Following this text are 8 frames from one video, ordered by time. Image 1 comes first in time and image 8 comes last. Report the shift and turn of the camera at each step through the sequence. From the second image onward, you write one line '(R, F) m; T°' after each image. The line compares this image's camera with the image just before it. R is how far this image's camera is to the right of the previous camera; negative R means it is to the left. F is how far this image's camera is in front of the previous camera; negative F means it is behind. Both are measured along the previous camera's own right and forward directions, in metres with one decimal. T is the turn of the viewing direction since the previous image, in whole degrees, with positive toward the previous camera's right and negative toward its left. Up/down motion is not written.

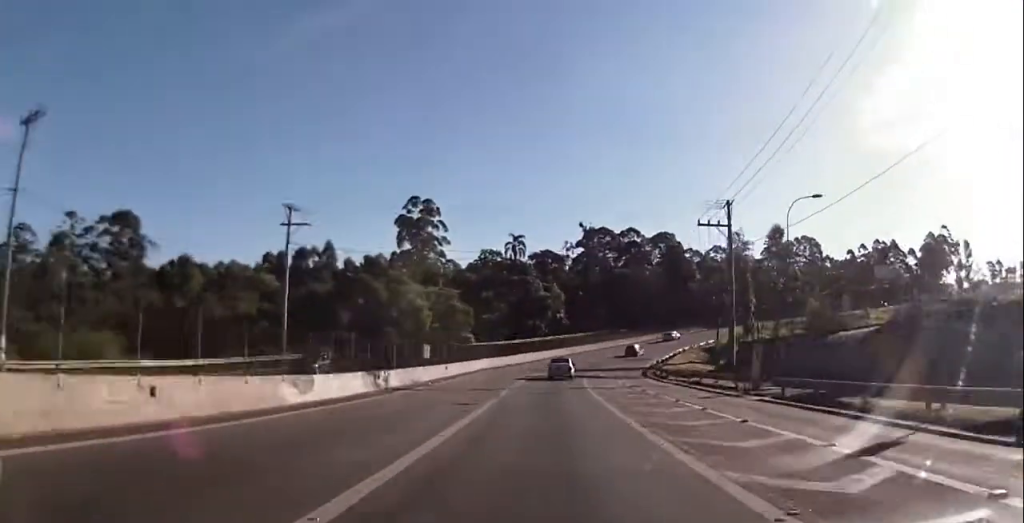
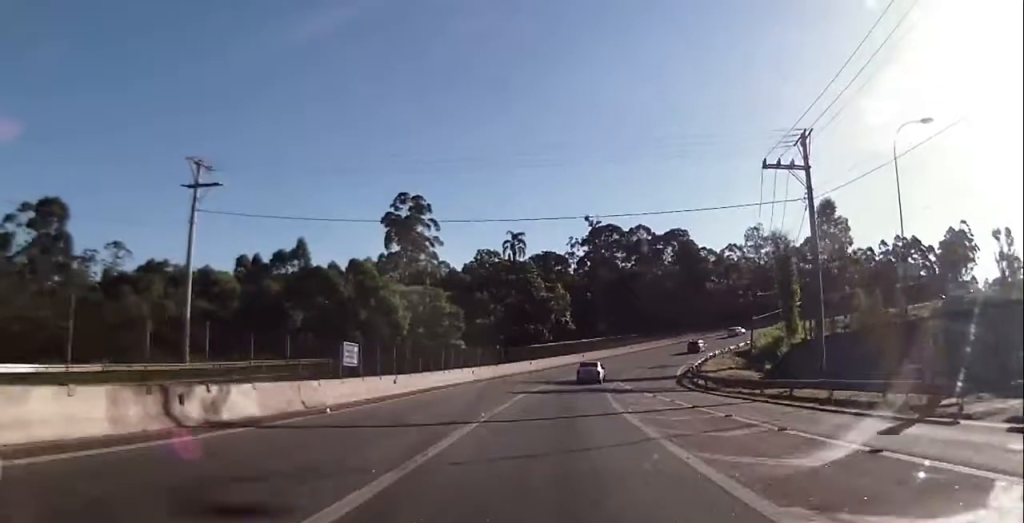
(-0.3, +15.0) m; 0°
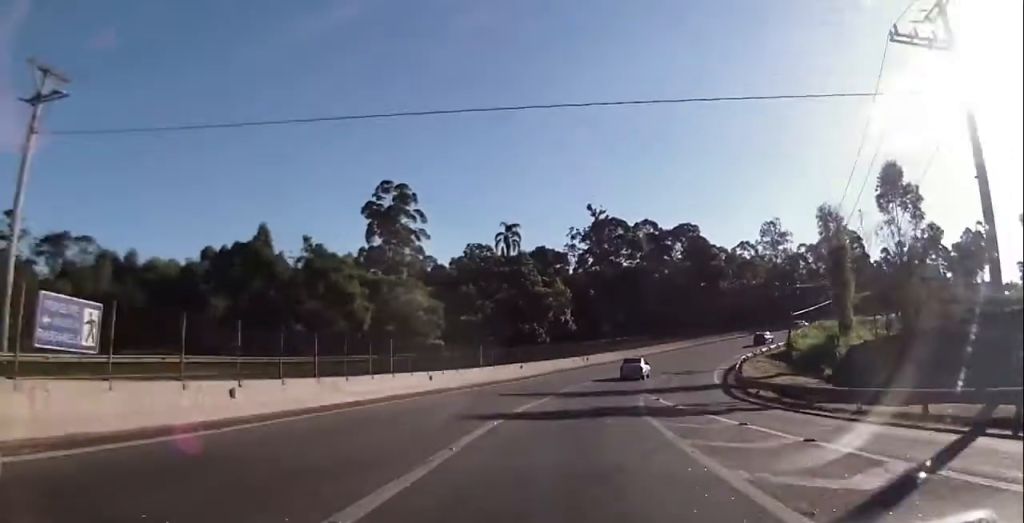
(-0.2, +14.3) m; +1°
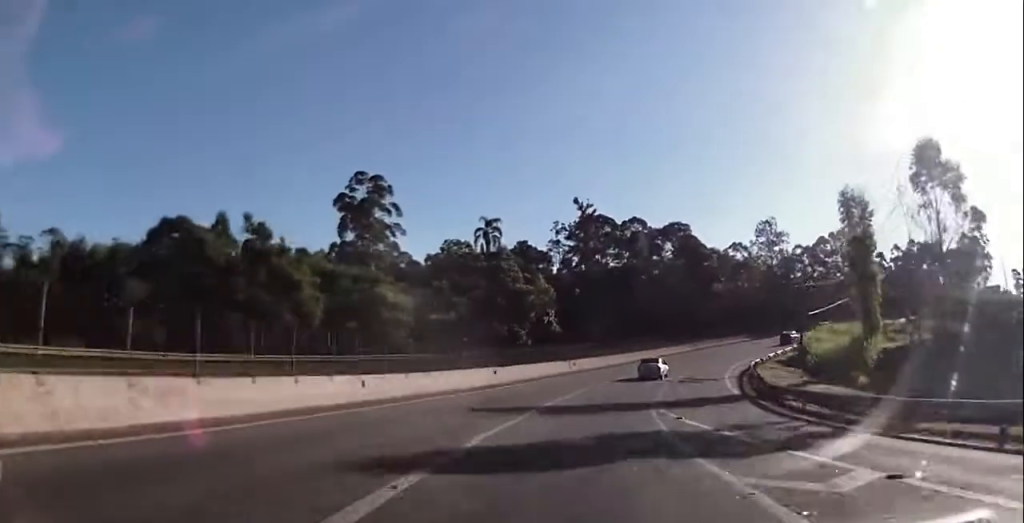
(+0.2, +8.2) m; +2°
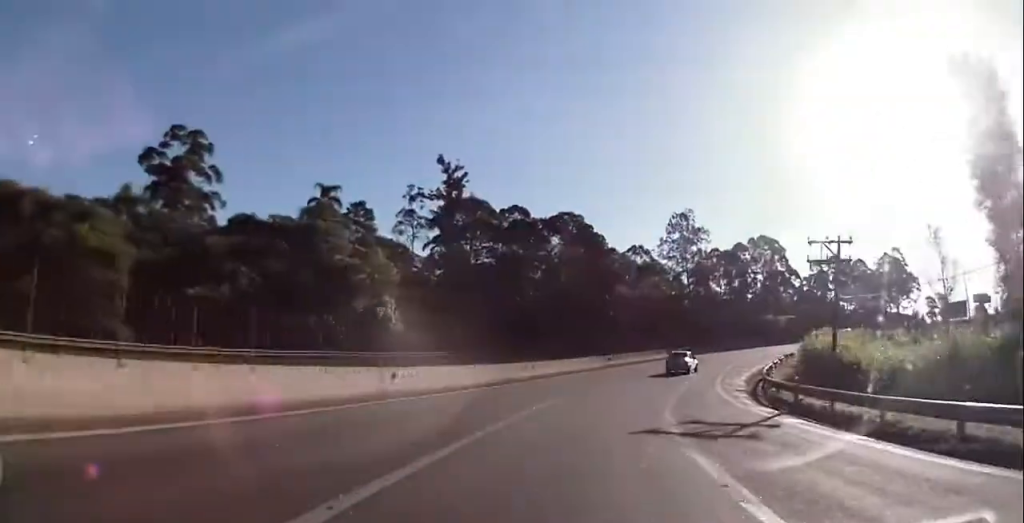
(+1.3, +29.2) m; +9°
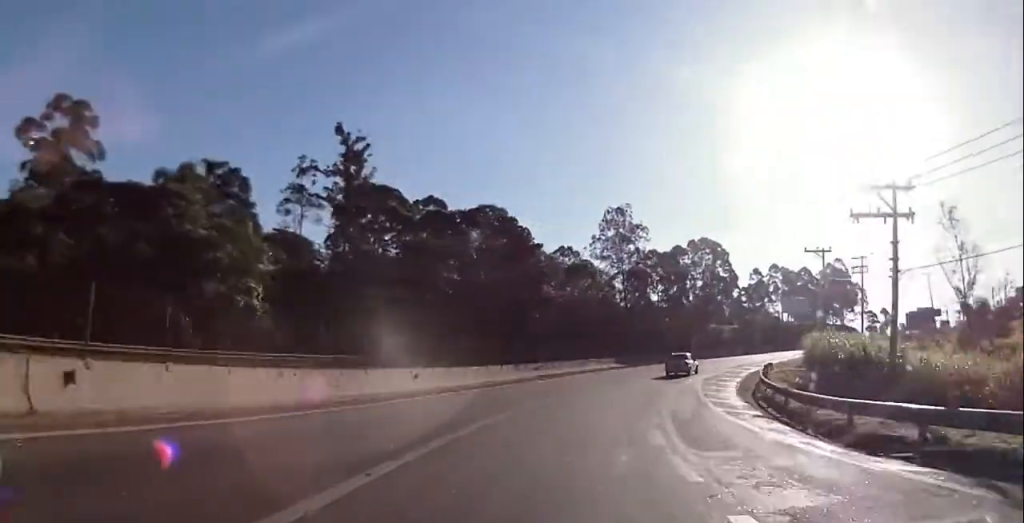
(+1.0, +12.3) m; +6°
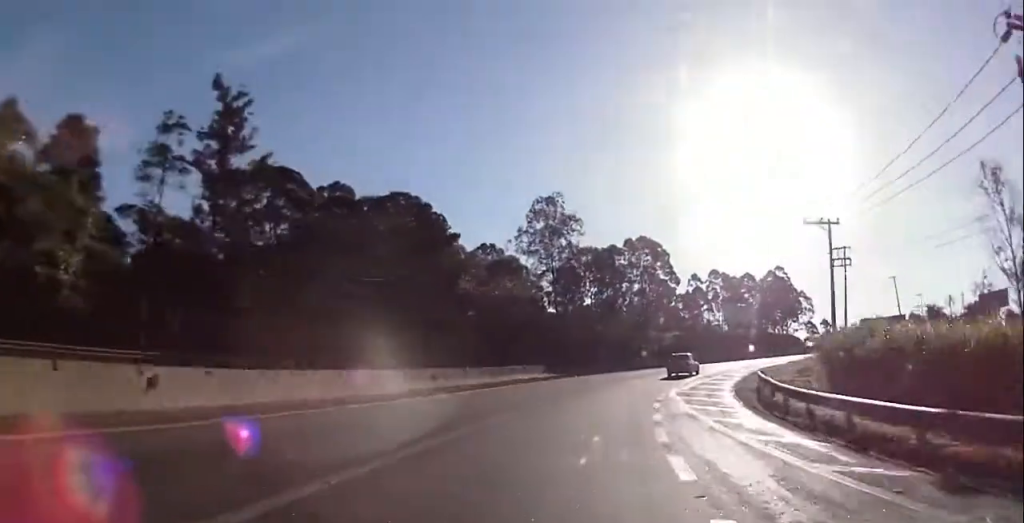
(+0.6, +12.9) m; +6°
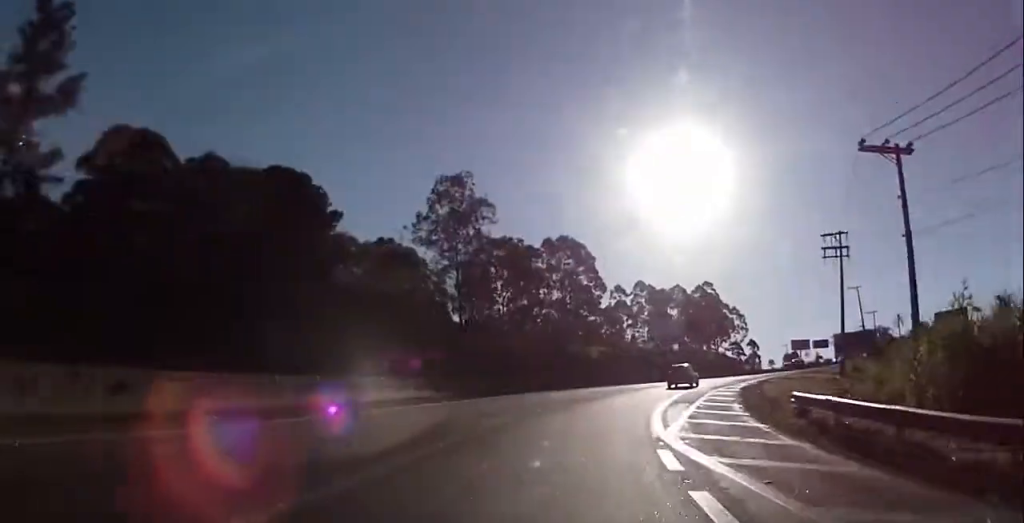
(+0.7, +15.5) m; +7°
